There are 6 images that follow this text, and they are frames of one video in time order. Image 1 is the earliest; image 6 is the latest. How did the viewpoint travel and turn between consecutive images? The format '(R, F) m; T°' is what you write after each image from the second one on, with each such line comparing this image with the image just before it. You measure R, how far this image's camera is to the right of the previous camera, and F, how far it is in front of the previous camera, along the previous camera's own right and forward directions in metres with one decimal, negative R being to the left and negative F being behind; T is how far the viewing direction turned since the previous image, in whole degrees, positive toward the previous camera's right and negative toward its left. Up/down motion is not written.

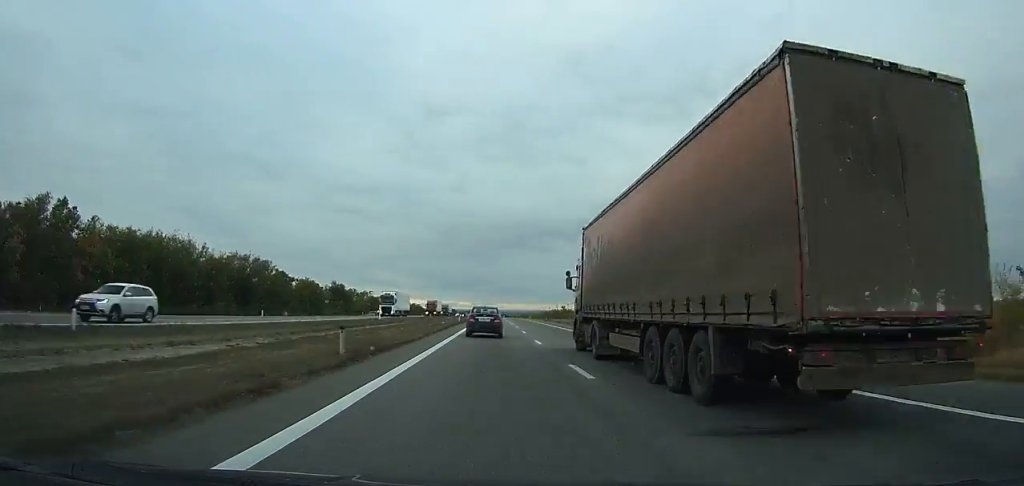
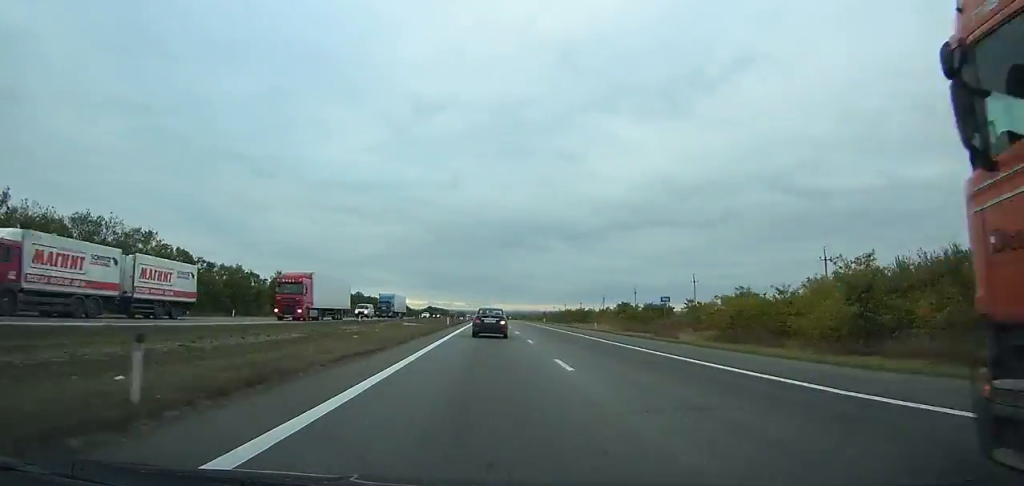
(-0.1, +61.6) m; 0°
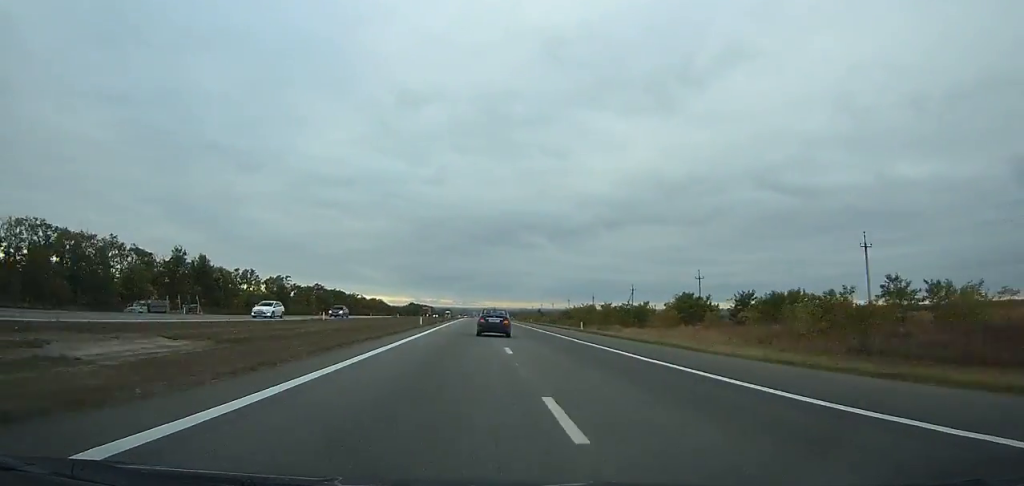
(+0.3, +57.0) m; 0°
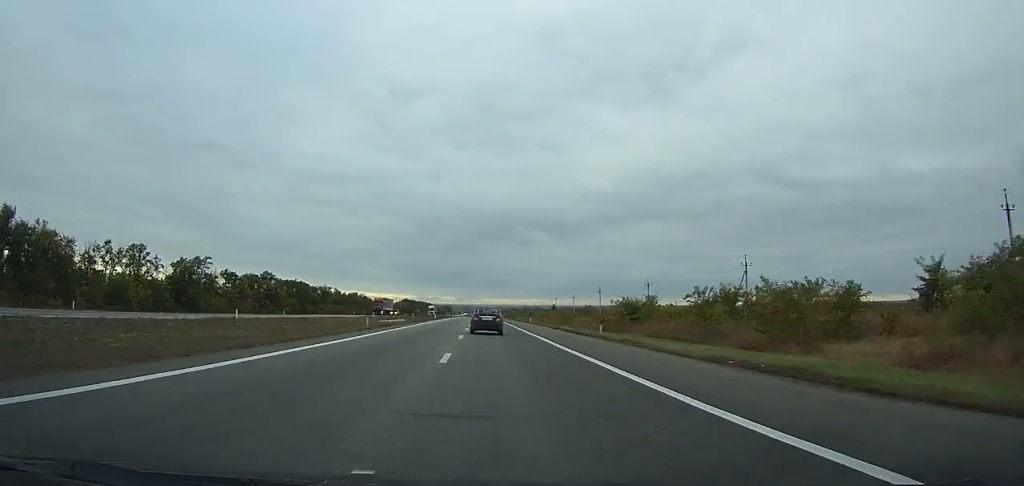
(+0.3, +65.7) m; 0°
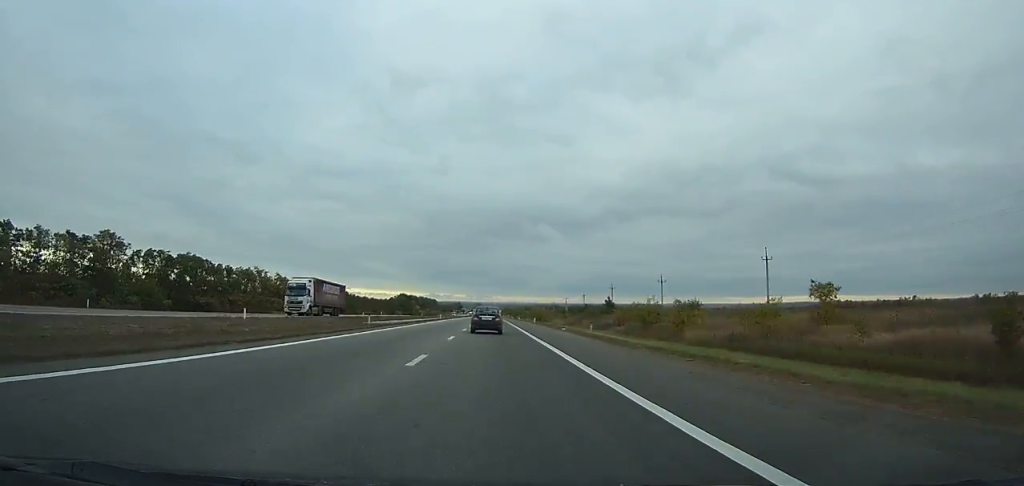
(0.0, +98.9) m; 0°
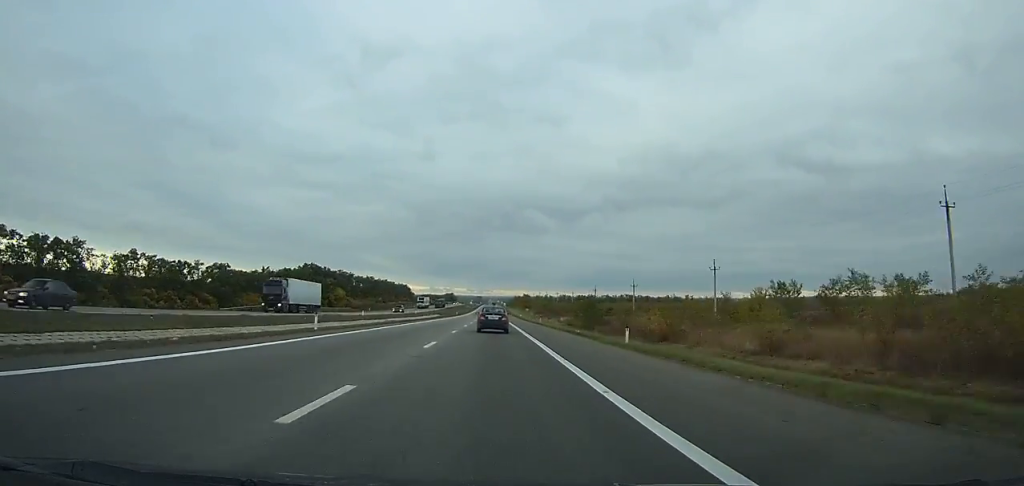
(-1.9, +258.6) m; -1°
